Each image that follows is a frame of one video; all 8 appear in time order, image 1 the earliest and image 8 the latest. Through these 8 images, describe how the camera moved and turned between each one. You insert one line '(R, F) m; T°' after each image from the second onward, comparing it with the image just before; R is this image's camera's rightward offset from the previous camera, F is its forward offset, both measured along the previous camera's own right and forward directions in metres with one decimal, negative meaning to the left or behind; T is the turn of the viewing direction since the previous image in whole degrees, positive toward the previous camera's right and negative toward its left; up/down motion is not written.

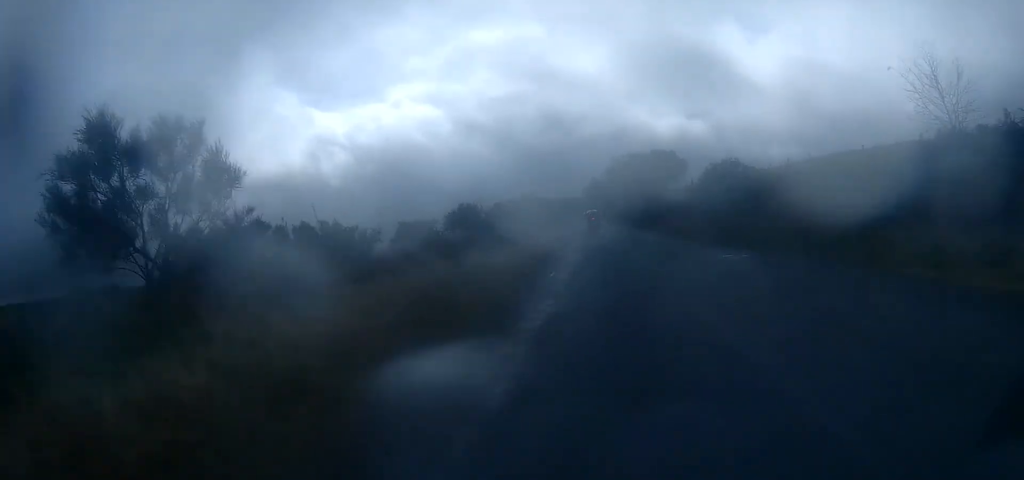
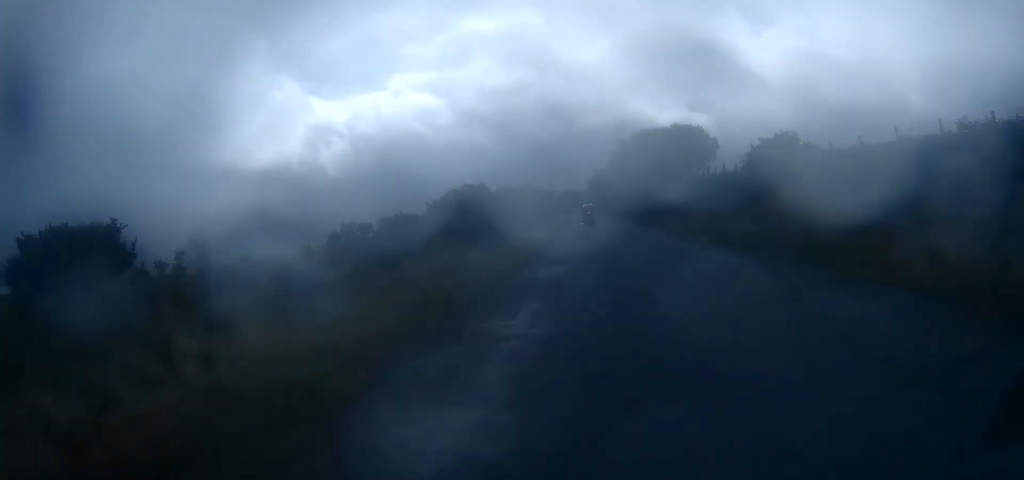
(-0.1, +12.3) m; -1°
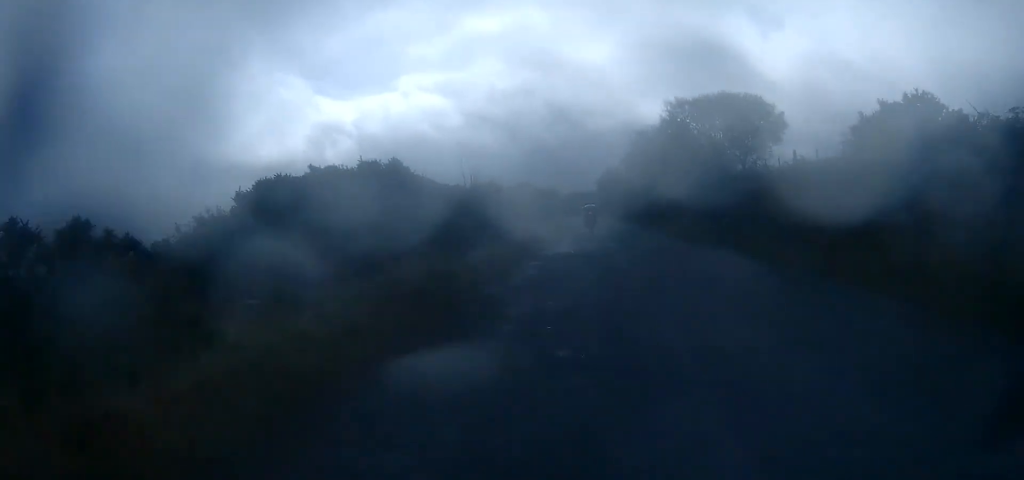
(-0.1, +12.9) m; -1°
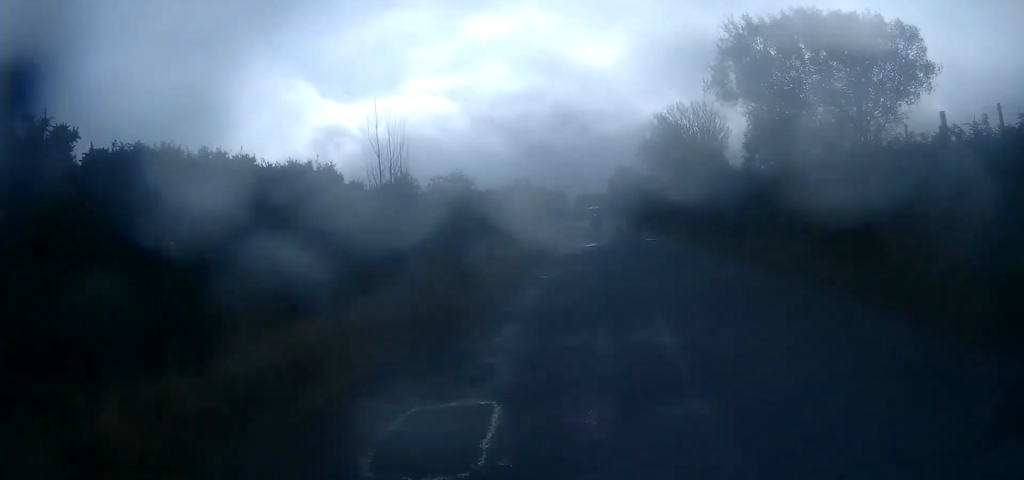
(-0.1, +12.3) m; -1°
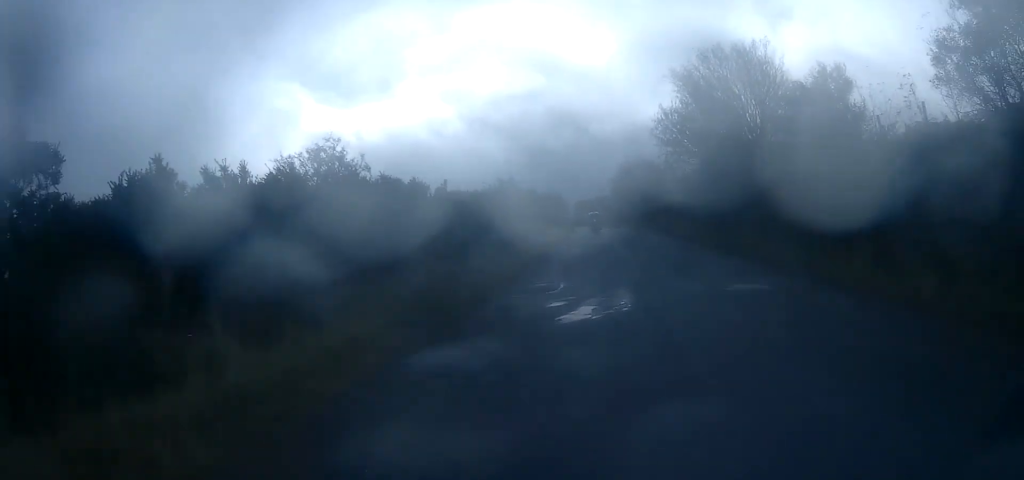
(-0.1, +13.4) m; -1°
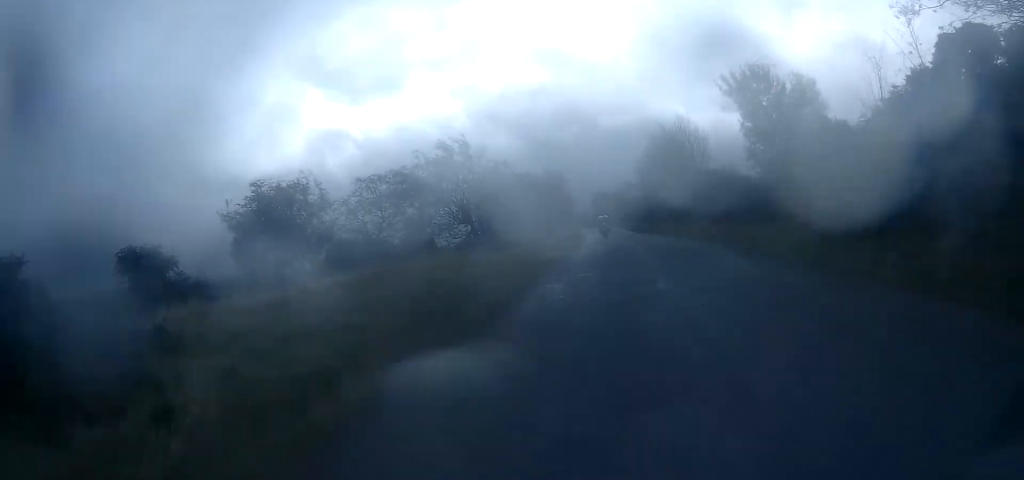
(-0.5, +26.6) m; -2°
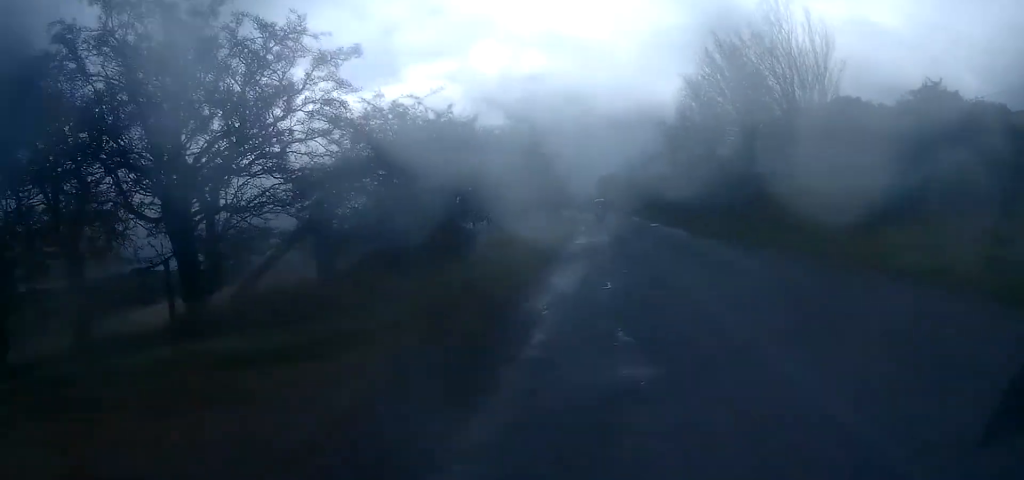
(0.0, +24.5) m; 0°
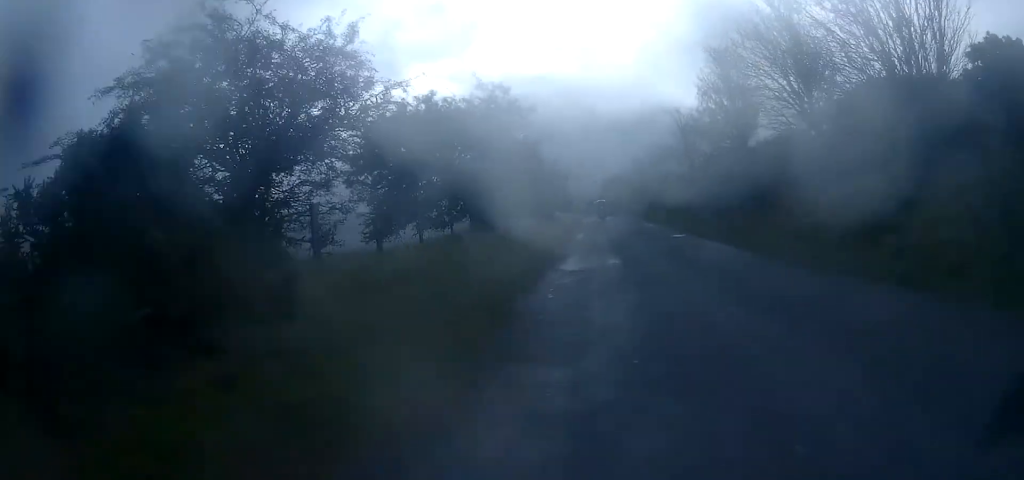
(0.0, +7.9) m; 0°
